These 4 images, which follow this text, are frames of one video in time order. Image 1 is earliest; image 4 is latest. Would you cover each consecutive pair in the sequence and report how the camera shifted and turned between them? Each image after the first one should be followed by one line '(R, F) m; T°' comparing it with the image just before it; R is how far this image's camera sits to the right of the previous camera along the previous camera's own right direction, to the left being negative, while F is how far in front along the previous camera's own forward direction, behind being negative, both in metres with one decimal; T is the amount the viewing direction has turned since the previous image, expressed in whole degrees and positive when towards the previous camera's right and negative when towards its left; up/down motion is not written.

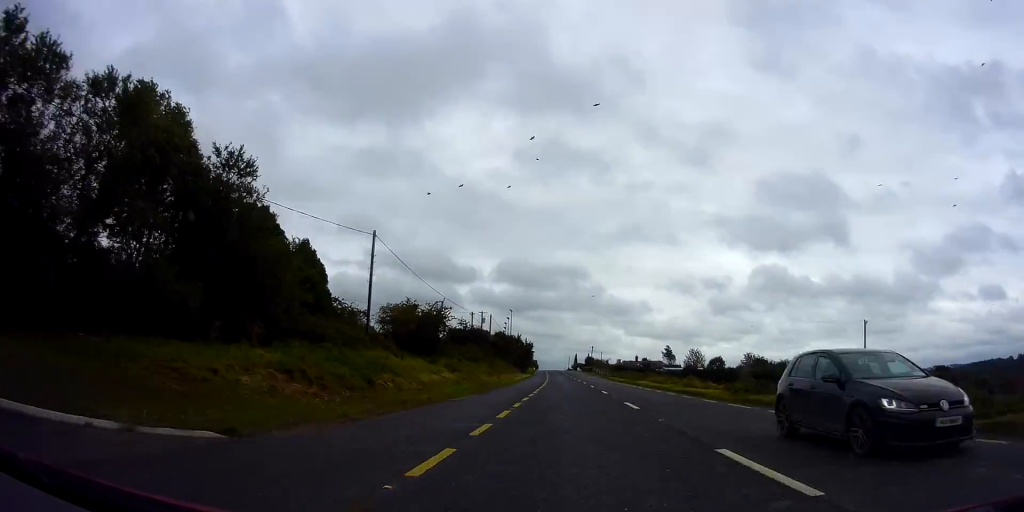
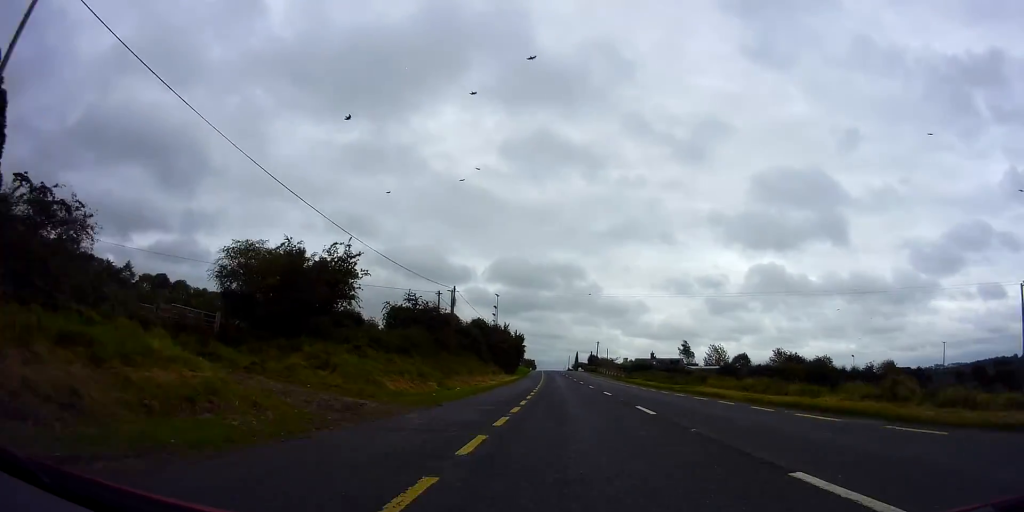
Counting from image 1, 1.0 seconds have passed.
(-0.1, +25.8) m; 0°
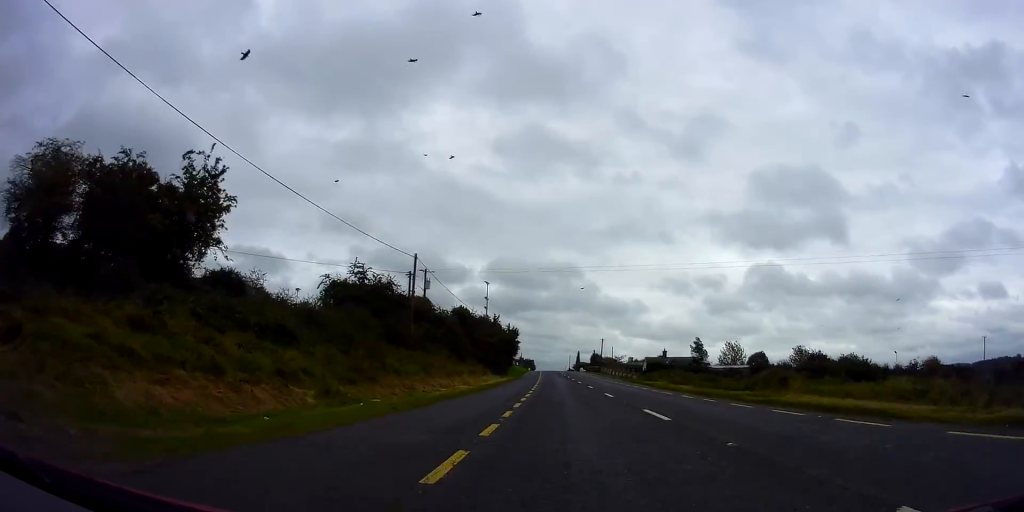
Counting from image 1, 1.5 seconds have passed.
(-0.1, +13.9) m; 0°
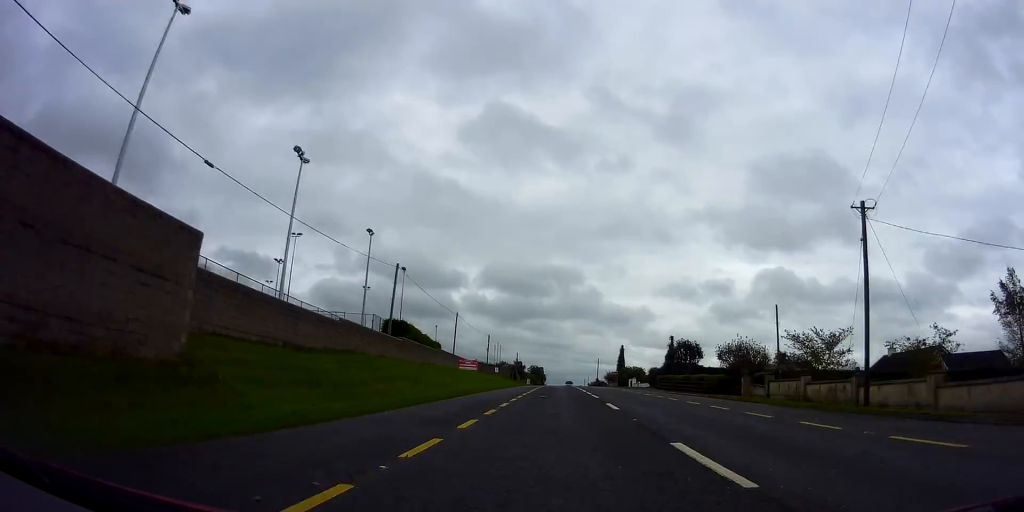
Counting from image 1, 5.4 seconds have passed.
(-0.7, +102.8) m; -2°
